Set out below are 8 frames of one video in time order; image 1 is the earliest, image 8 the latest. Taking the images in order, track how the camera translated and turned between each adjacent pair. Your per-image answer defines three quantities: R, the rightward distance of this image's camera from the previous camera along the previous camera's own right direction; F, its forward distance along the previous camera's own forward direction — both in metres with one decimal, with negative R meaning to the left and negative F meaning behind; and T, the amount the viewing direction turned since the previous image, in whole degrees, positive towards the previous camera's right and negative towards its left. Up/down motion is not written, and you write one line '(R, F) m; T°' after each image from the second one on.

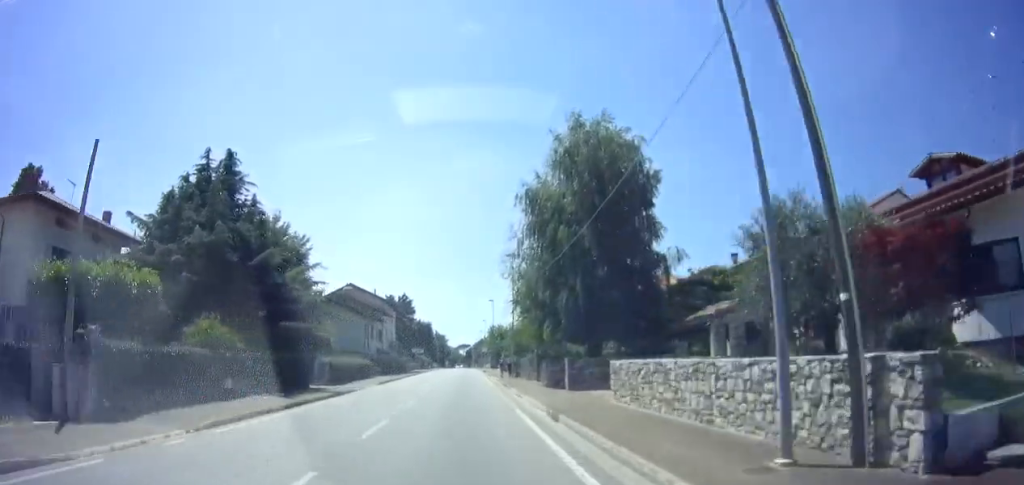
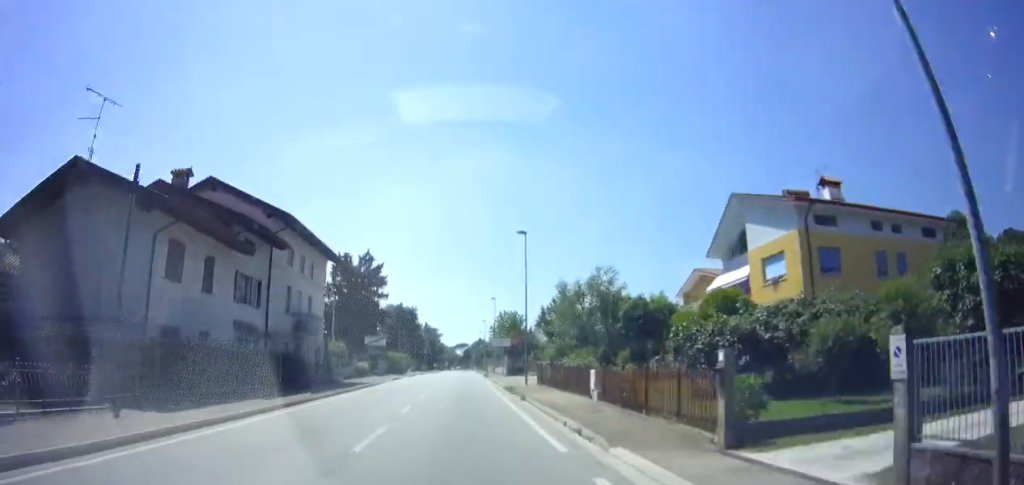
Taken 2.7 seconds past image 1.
(-0.3, +36.9) m; 0°
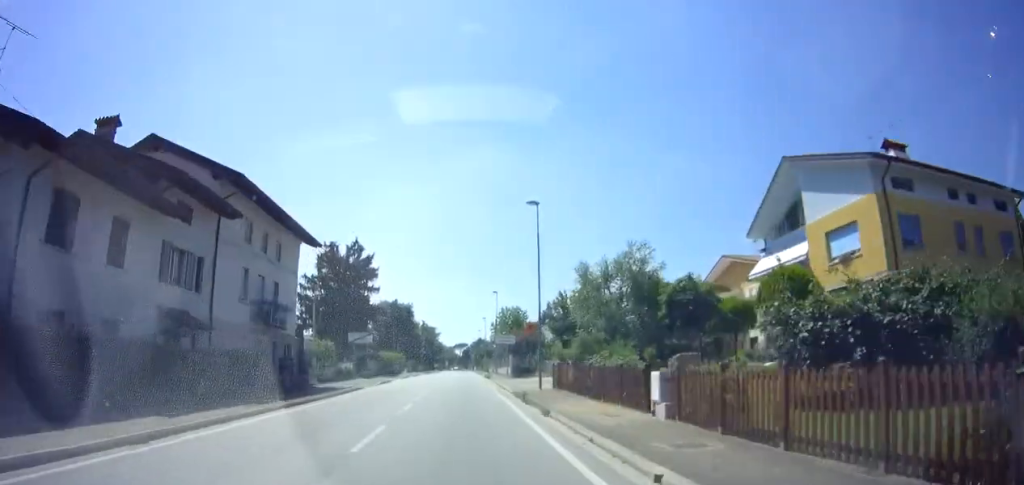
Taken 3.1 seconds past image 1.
(+0.2, +6.0) m; +1°
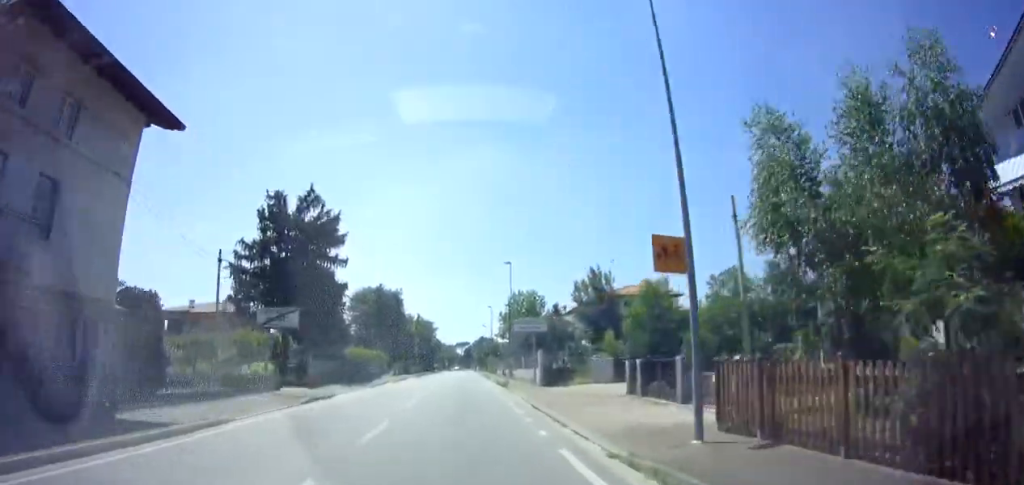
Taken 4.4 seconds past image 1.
(+0.3, +17.4) m; +1°
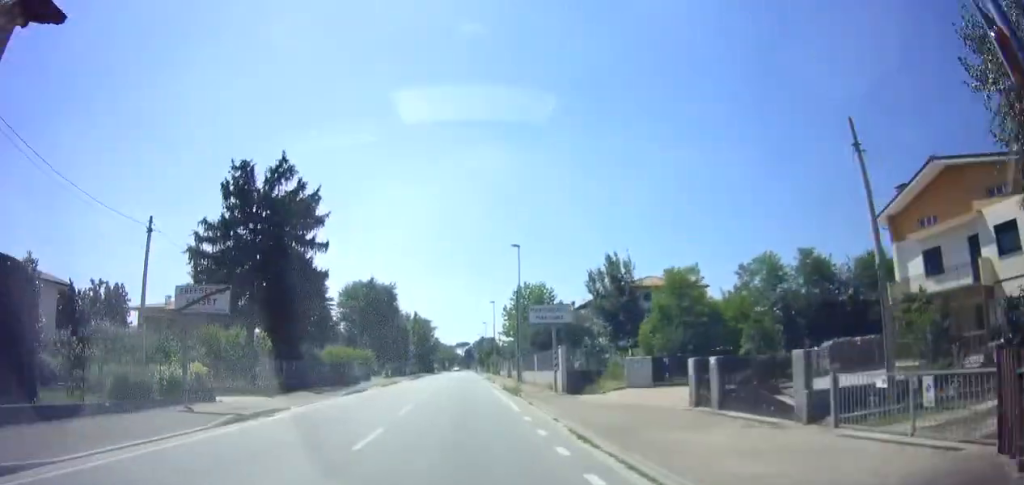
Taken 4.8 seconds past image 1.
(0.0, +6.4) m; 0°
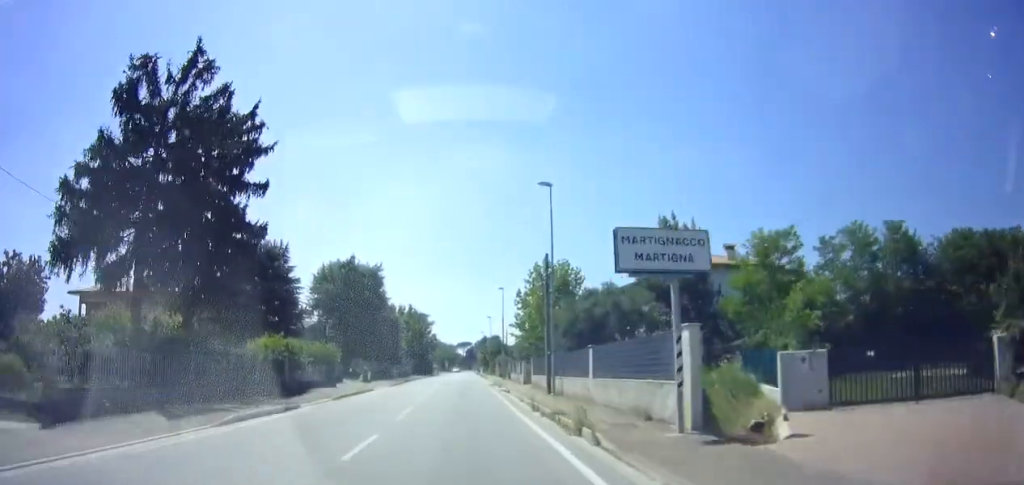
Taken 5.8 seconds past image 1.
(-0.1, +12.7) m; -1°
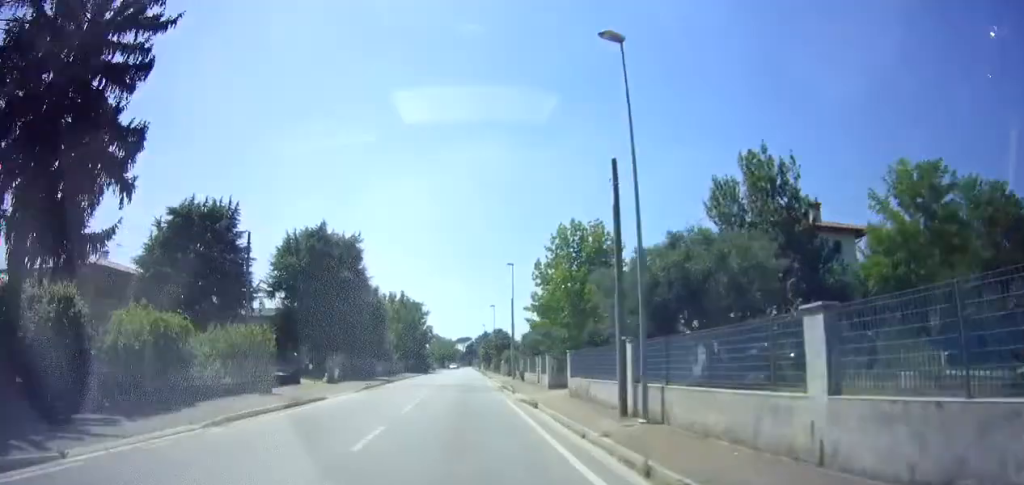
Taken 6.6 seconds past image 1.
(-0.3, +11.2) m; 0°
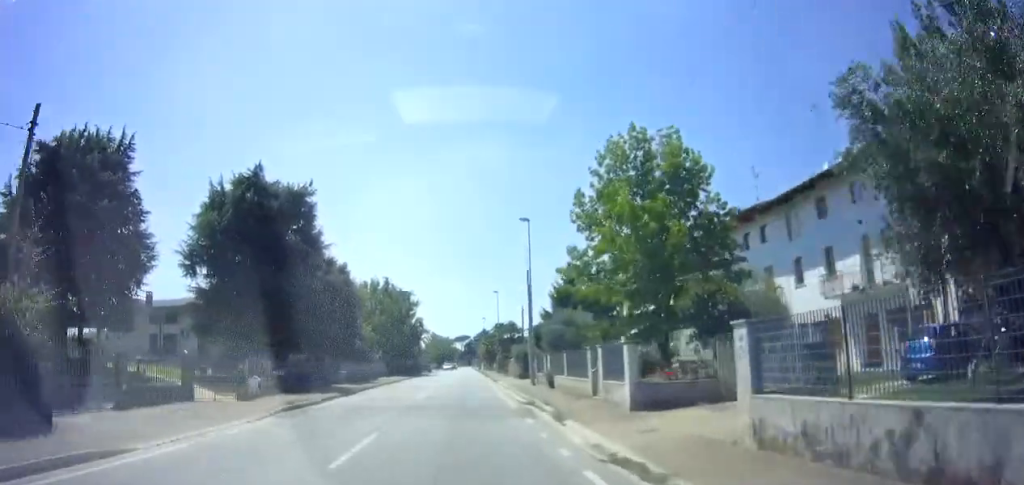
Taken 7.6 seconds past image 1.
(+0.4, +13.5) m; +2°
